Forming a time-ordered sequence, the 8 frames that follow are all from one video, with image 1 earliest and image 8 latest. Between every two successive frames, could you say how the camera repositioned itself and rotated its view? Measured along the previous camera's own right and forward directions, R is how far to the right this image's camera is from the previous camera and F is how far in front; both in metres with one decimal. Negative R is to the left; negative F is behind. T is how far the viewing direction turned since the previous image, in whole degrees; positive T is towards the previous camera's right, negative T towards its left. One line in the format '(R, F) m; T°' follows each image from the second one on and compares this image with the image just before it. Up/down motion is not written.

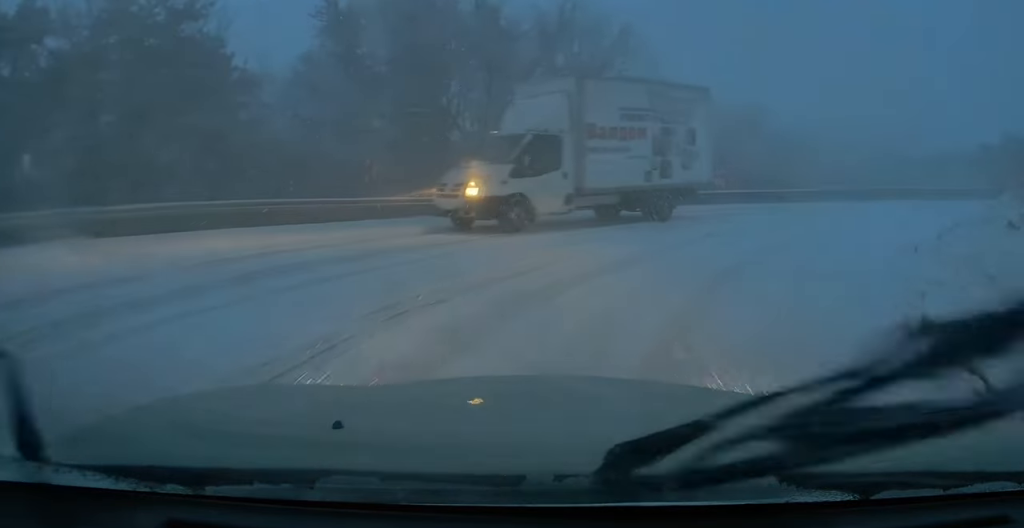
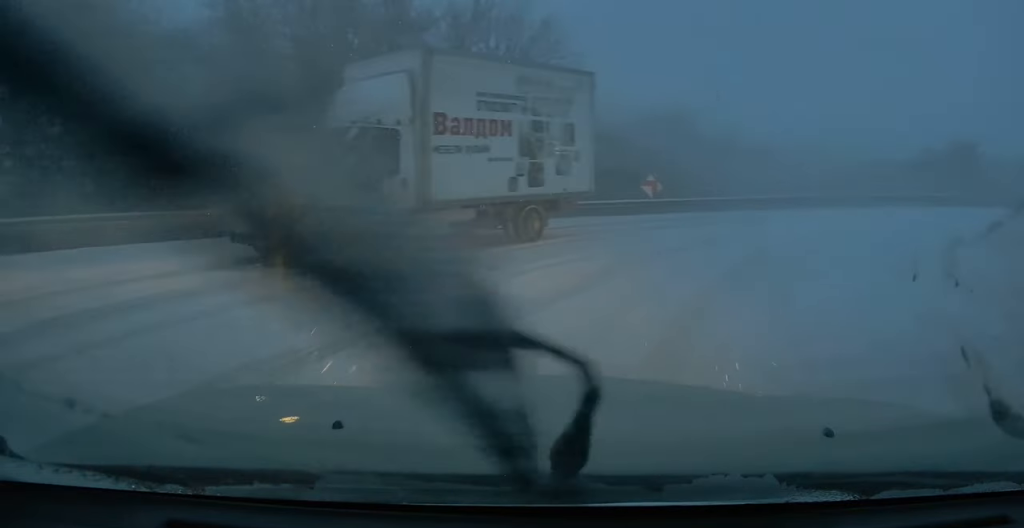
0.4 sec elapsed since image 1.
(+0.1, +2.4) m; +7°
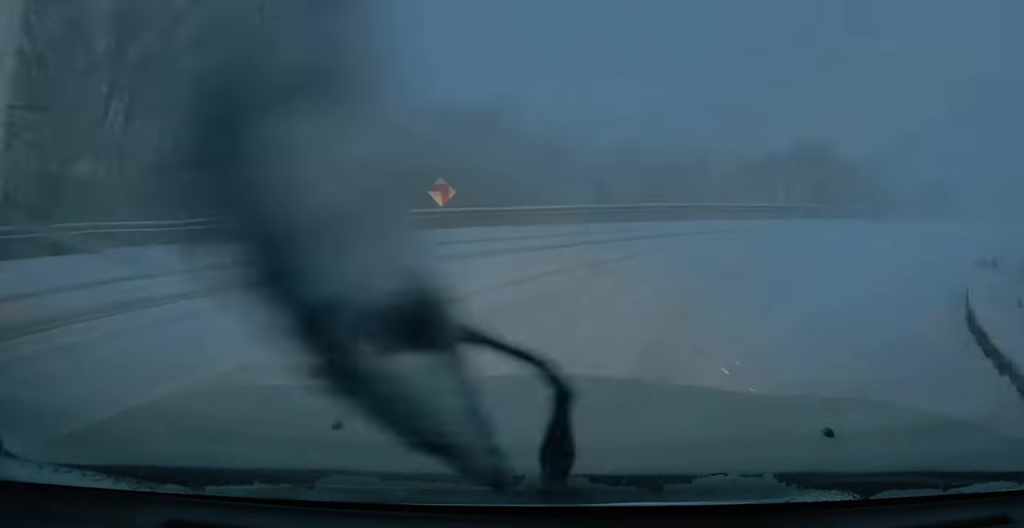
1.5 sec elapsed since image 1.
(+0.9, +5.6) m; +19°
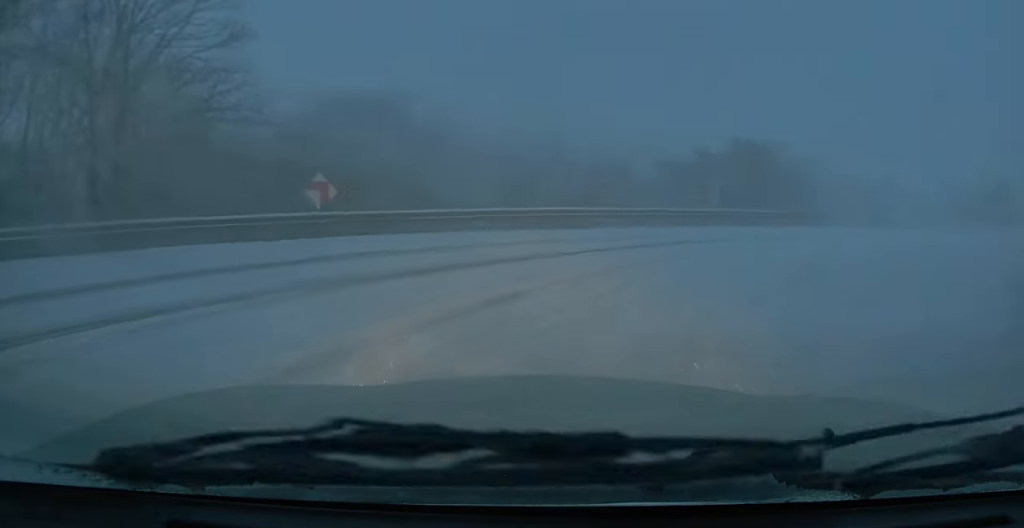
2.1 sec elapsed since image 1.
(+0.4, +3.2) m; +10°
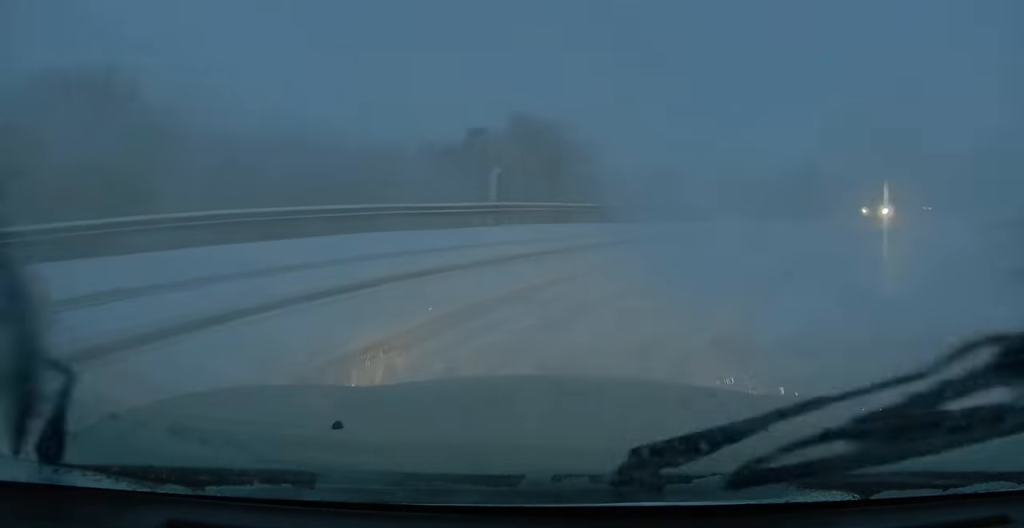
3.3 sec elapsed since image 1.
(+0.8, +6.2) m; +18°
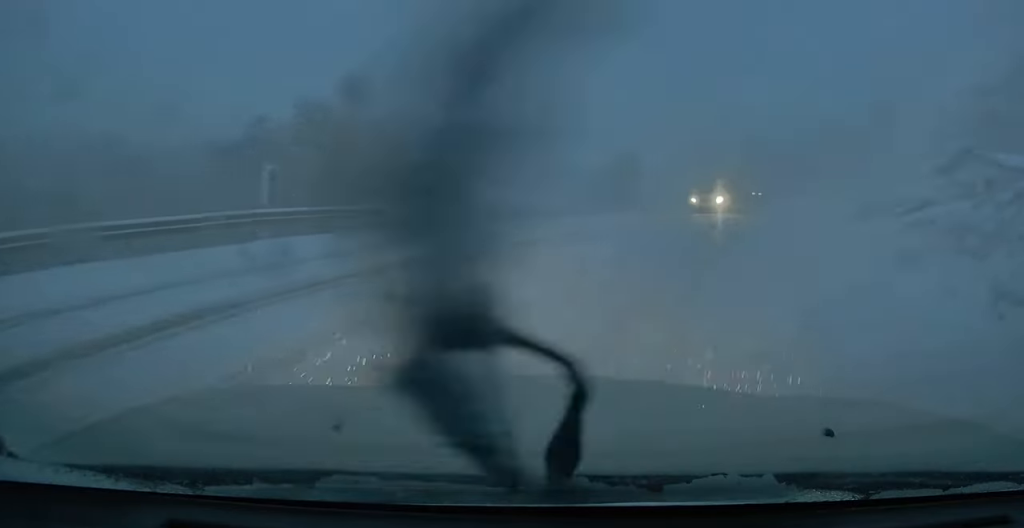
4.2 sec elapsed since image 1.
(+0.6, +4.2) m; +16°
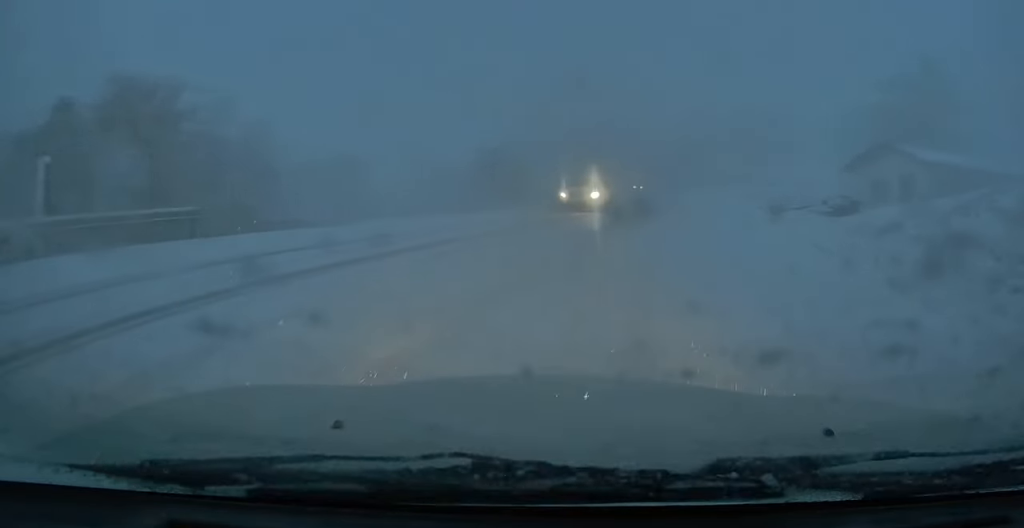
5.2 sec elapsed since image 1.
(+0.6, +4.2) m; +13°
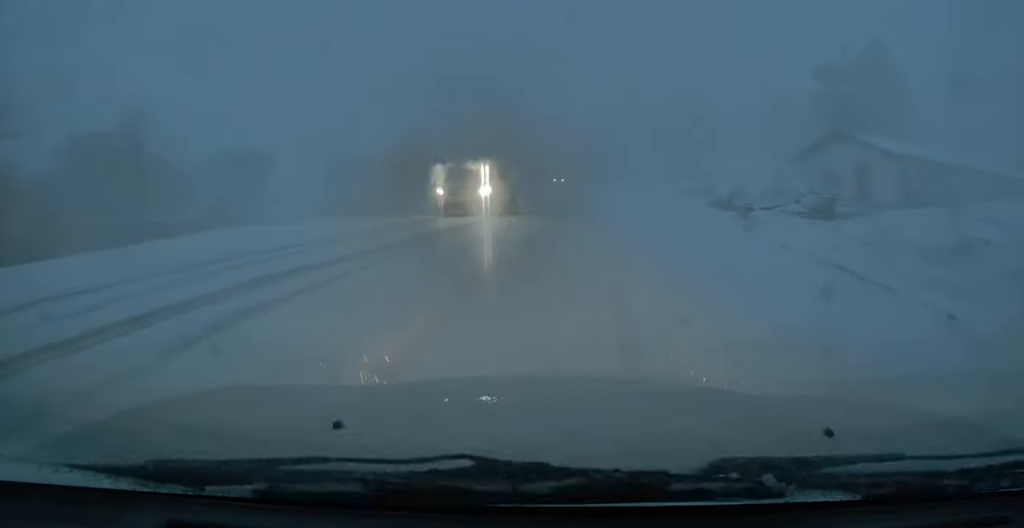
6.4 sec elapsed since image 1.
(+0.6, +5.6) m; +7°
